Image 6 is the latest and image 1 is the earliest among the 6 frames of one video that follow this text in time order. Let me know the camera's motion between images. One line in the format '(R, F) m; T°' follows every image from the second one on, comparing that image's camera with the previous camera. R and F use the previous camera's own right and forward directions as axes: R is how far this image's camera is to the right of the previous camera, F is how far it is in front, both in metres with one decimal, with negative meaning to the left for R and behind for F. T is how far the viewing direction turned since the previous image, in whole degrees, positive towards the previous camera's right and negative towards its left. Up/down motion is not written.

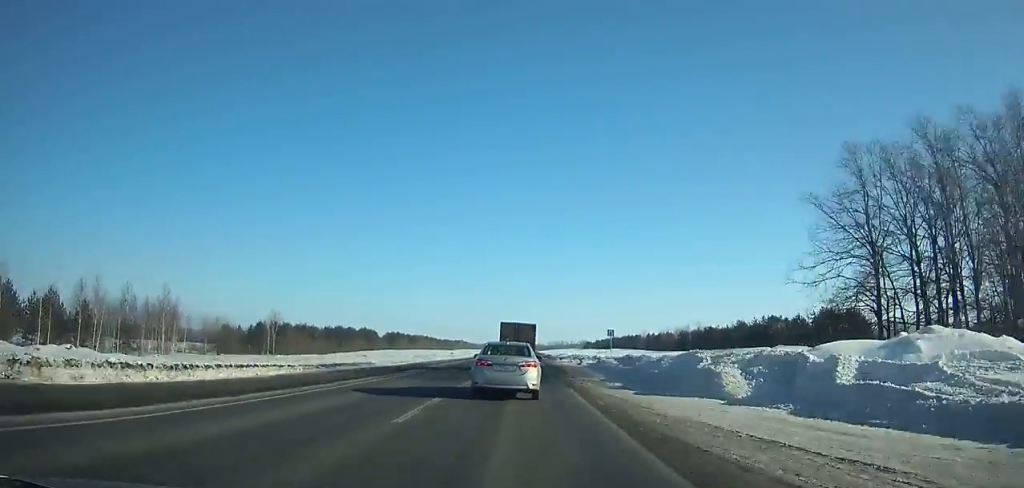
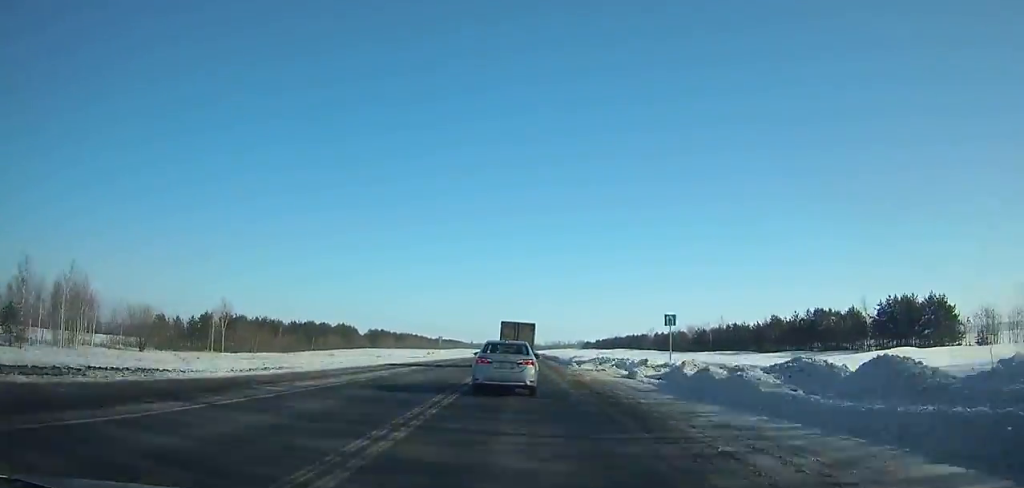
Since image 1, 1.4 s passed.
(-0.2, +25.8) m; 0°
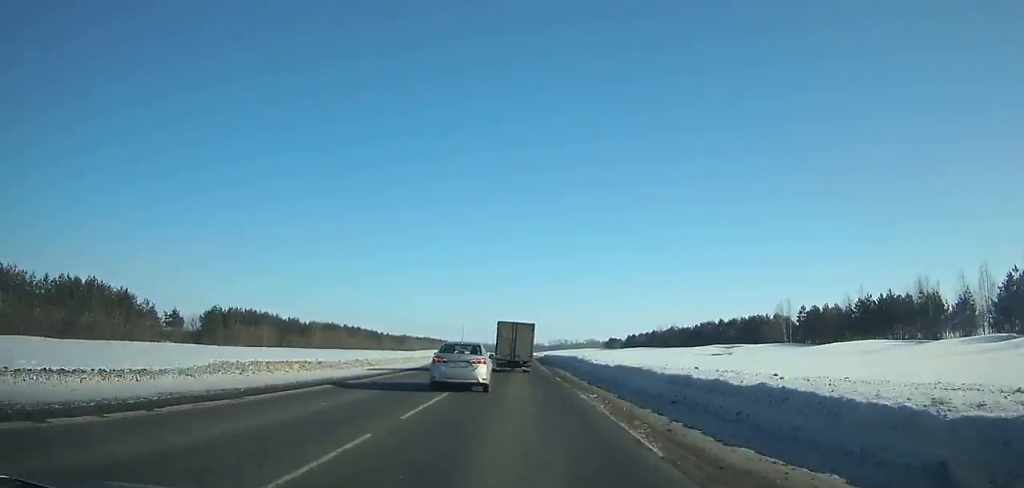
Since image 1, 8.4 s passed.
(-0.1, +140.3) m; -1°
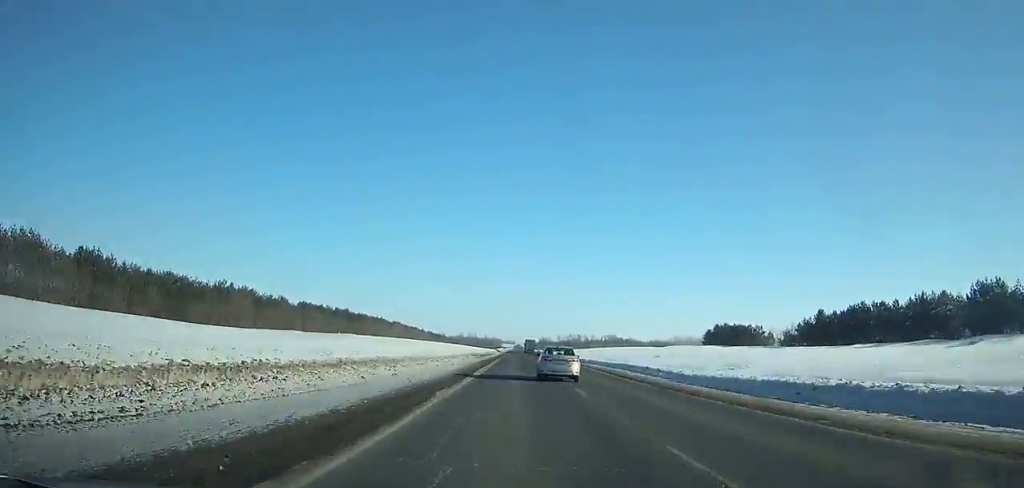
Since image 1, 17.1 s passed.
(-1.8, +212.1) m; +1°
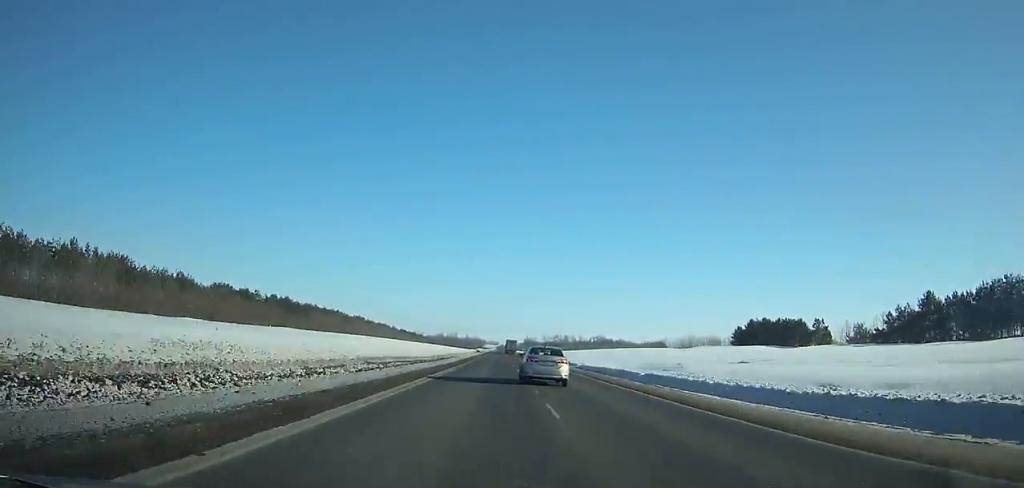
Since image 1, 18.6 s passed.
(+0.7, +39.9) m; 0°
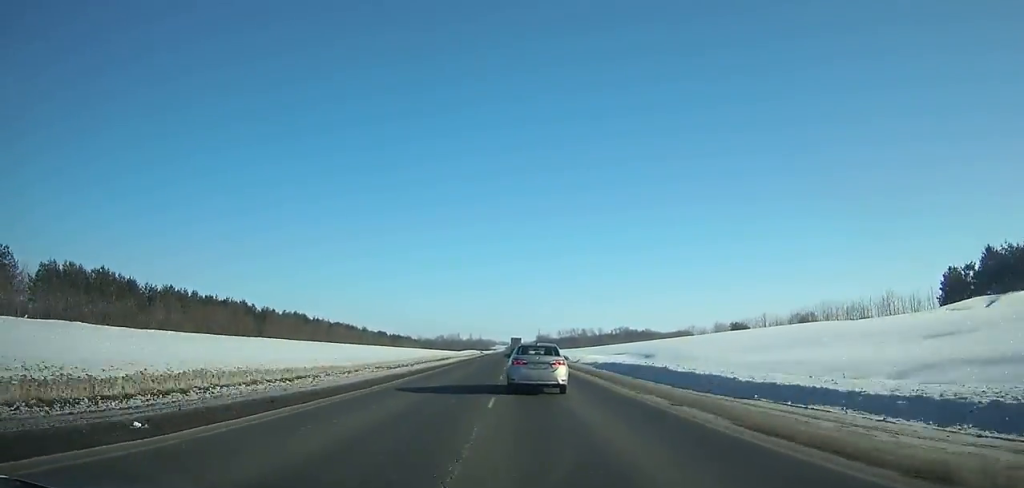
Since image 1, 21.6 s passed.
(+0.2, +79.5) m; 0°
